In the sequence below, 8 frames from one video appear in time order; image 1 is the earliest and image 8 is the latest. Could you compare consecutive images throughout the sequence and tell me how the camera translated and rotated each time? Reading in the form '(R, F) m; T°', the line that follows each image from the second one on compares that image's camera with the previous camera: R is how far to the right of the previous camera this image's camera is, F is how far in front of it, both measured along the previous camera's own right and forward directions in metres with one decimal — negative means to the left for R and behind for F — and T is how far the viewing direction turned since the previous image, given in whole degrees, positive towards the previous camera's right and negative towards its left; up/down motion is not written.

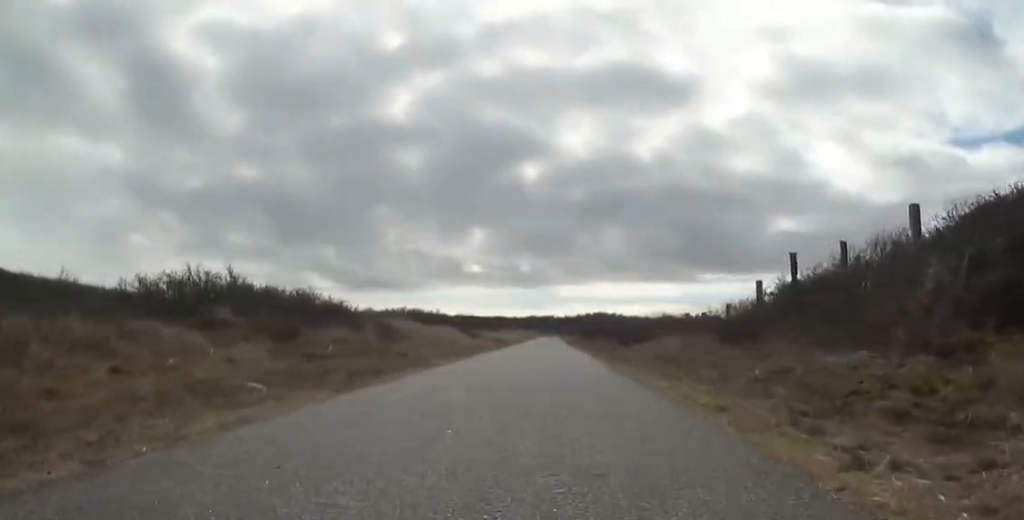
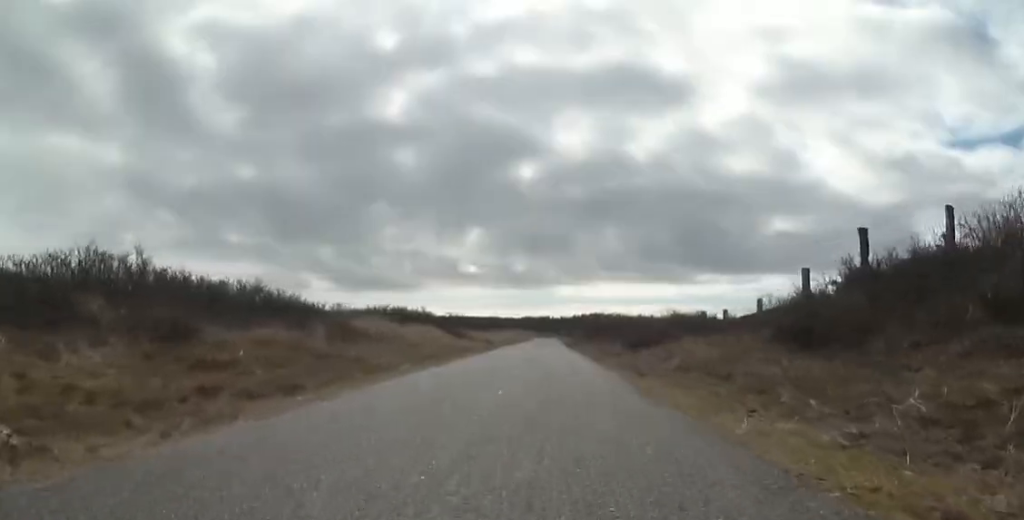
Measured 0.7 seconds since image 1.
(0.0, +3.2) m; 0°
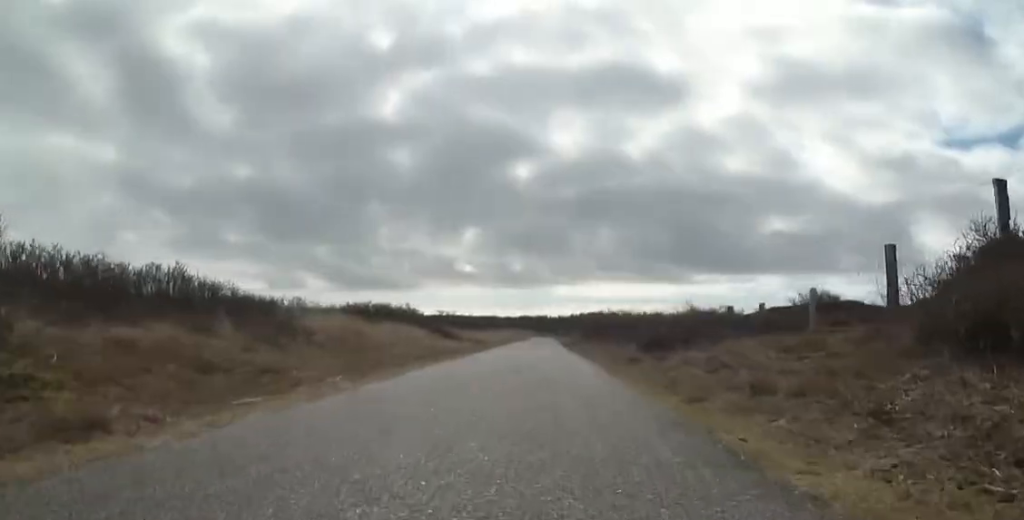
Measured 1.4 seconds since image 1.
(0.0, +3.4) m; 0°
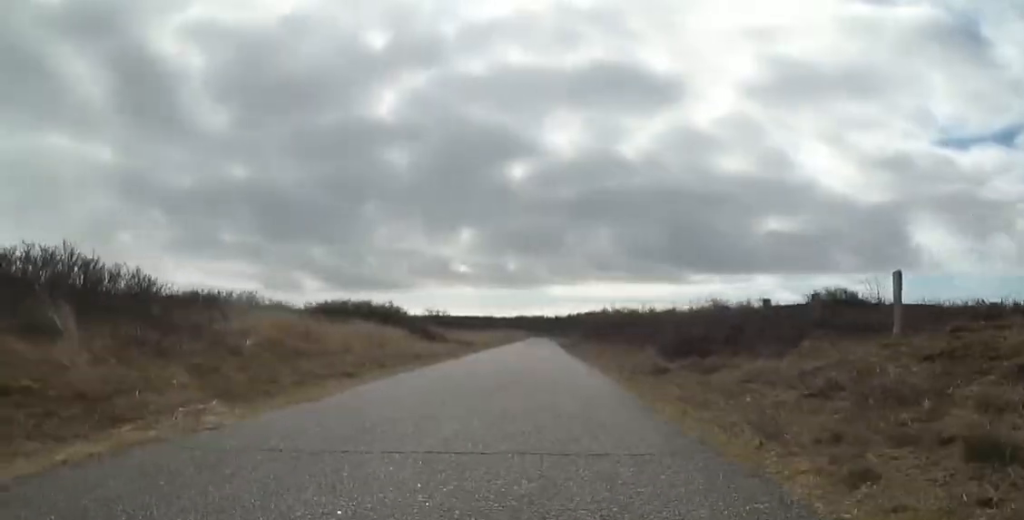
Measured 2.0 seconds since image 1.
(0.0, +3.1) m; 0°
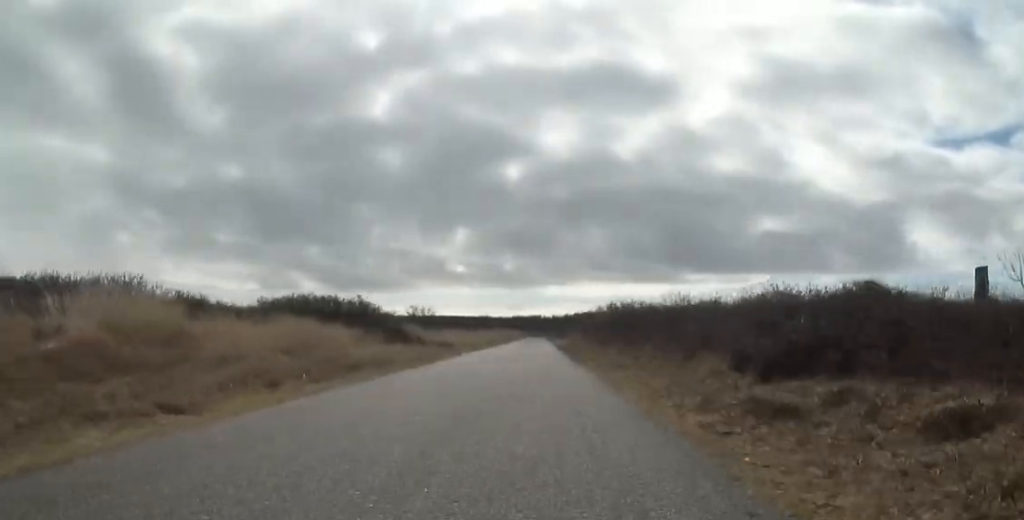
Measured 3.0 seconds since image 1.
(0.0, +4.9) m; 0°
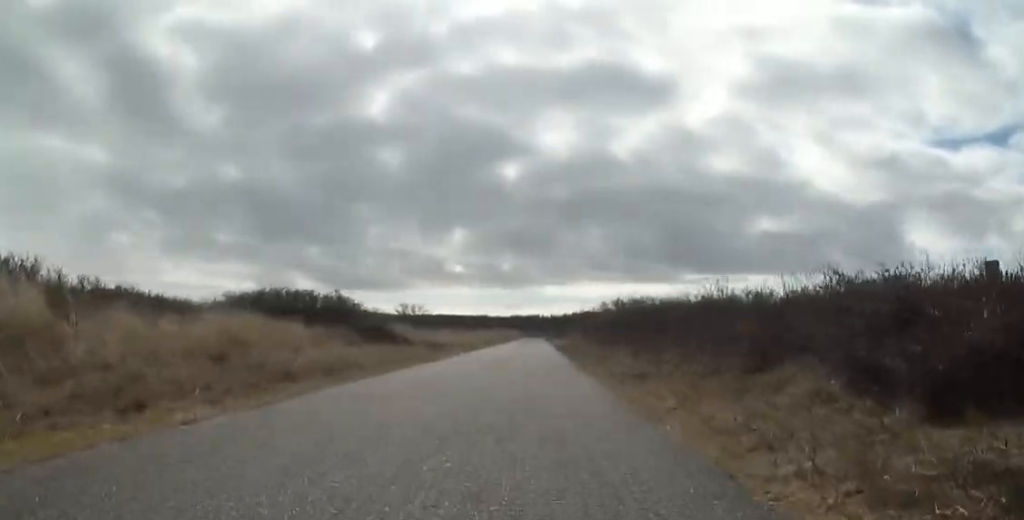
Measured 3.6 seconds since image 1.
(0.0, +2.8) m; 0°
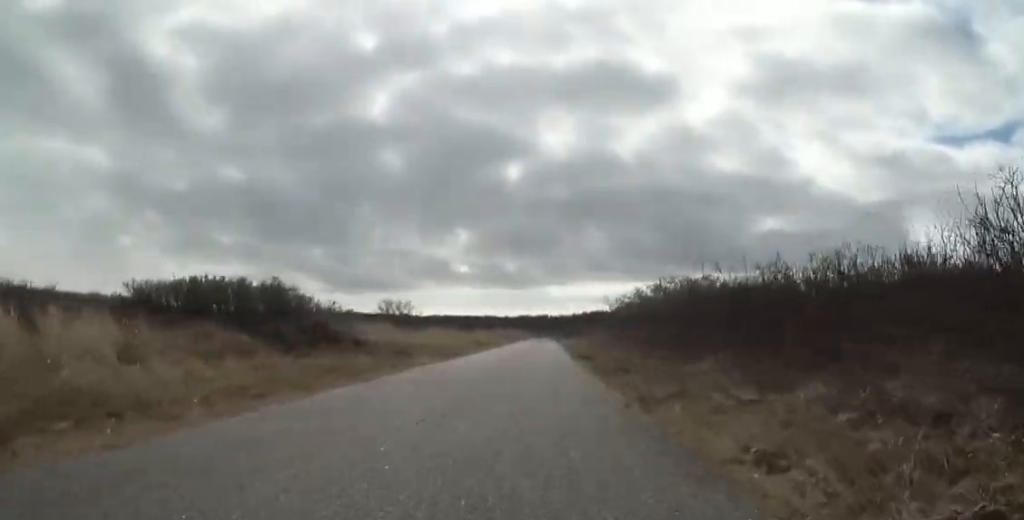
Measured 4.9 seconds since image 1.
(0.0, +6.4) m; 0°
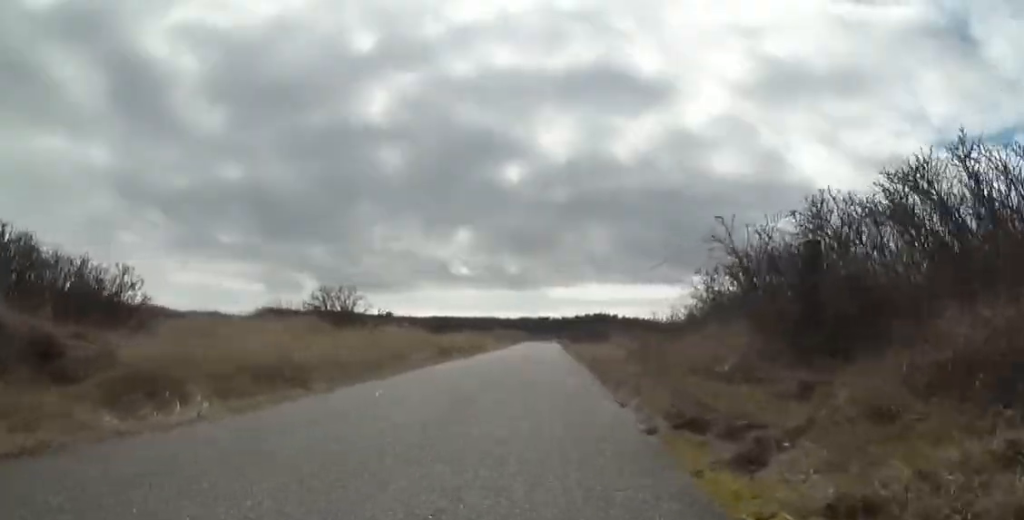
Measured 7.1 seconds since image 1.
(0.0, +10.7) m; 0°
